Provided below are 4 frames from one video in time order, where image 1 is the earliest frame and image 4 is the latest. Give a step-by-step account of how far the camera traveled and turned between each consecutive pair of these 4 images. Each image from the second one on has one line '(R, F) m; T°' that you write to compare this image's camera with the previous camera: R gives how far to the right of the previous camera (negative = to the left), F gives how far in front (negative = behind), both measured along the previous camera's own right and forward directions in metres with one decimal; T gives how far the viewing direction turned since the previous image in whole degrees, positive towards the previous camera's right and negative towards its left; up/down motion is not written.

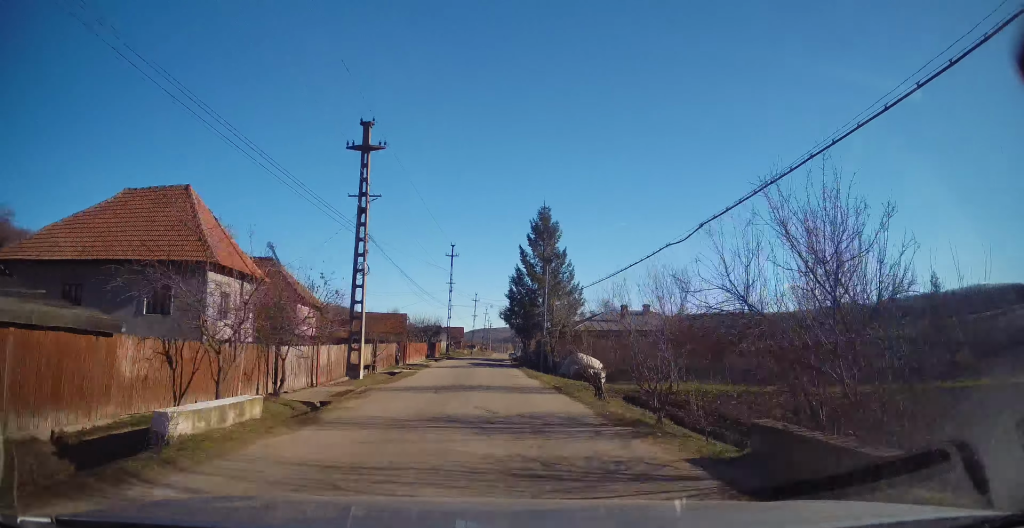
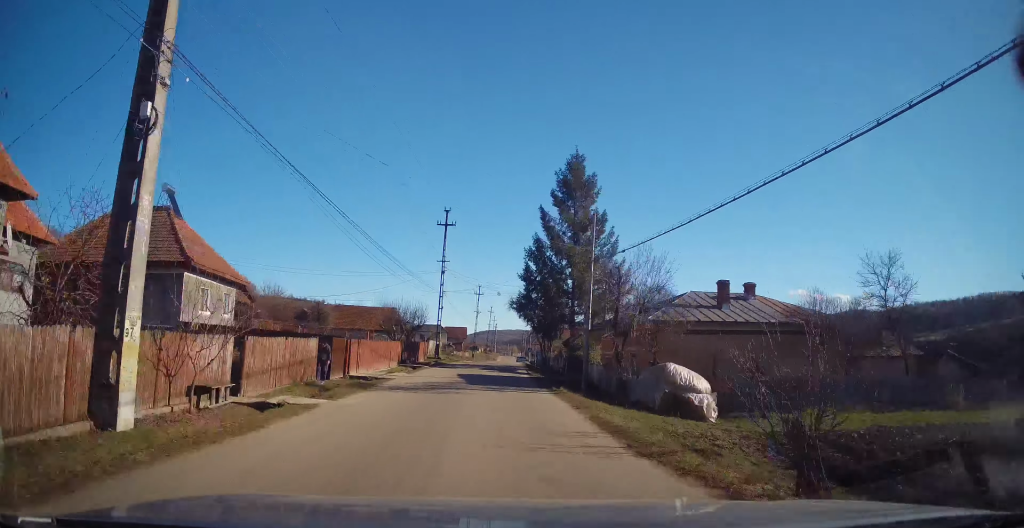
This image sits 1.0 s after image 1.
(-0.3, +16.5) m; 0°
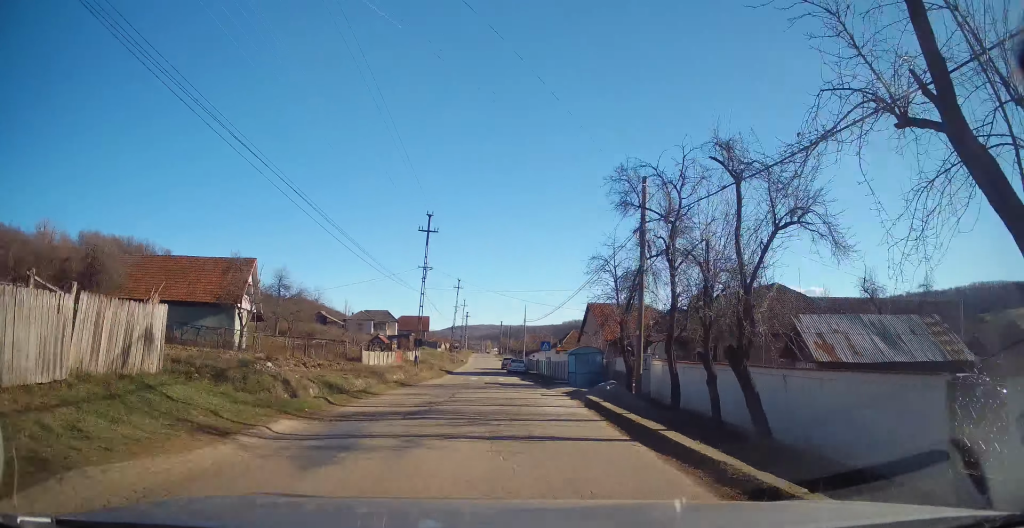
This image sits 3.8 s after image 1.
(+0.9, +46.6) m; +3°
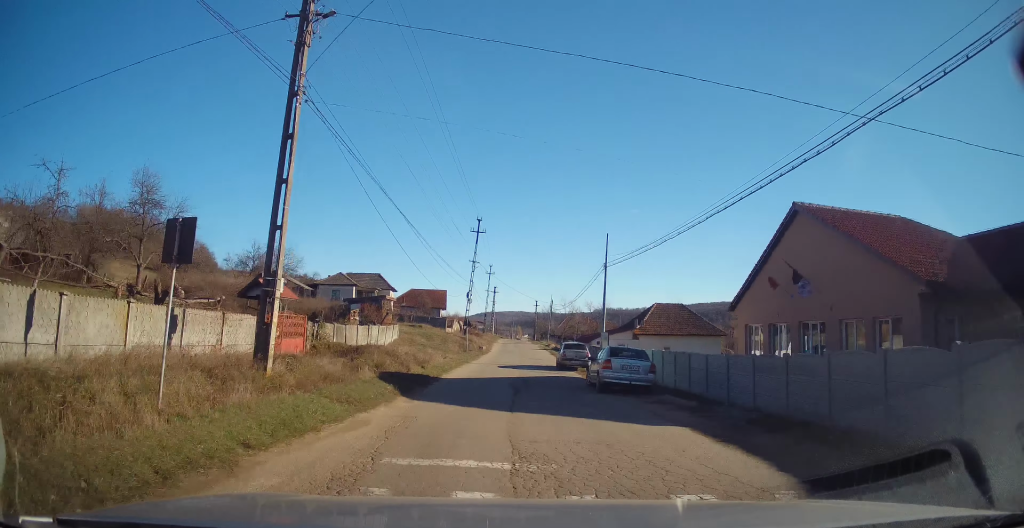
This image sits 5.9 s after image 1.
(-0.2, +33.0) m; -2°
